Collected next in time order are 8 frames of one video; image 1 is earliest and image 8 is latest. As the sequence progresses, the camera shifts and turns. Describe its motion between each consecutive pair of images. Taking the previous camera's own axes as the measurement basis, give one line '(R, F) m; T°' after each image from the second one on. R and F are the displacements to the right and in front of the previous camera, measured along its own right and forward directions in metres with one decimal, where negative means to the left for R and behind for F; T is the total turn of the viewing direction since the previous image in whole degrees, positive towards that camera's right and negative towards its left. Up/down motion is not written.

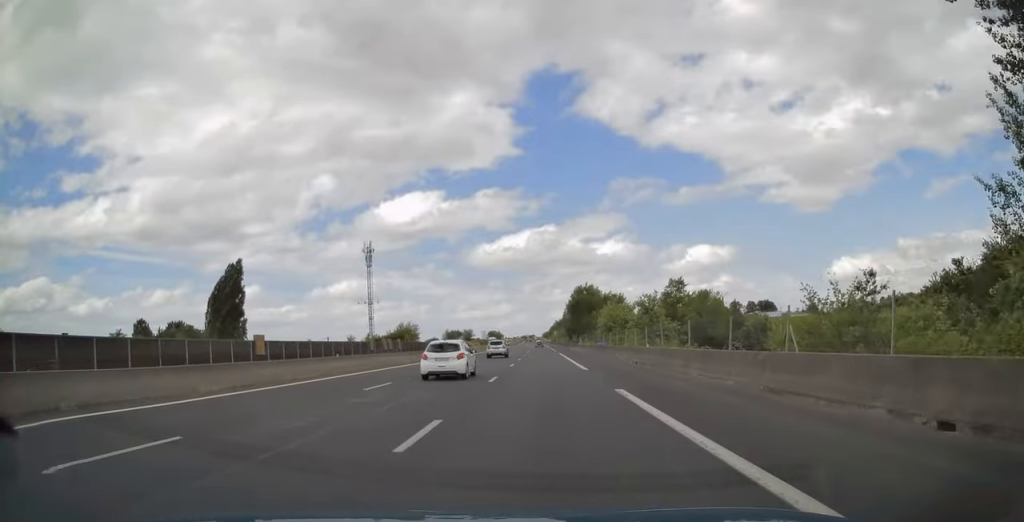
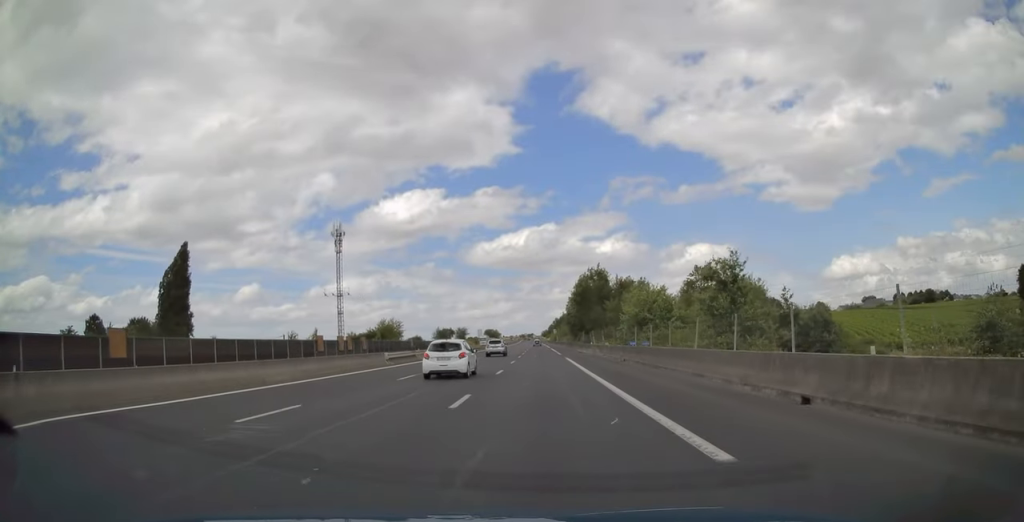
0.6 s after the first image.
(0.0, +20.9) m; 0°
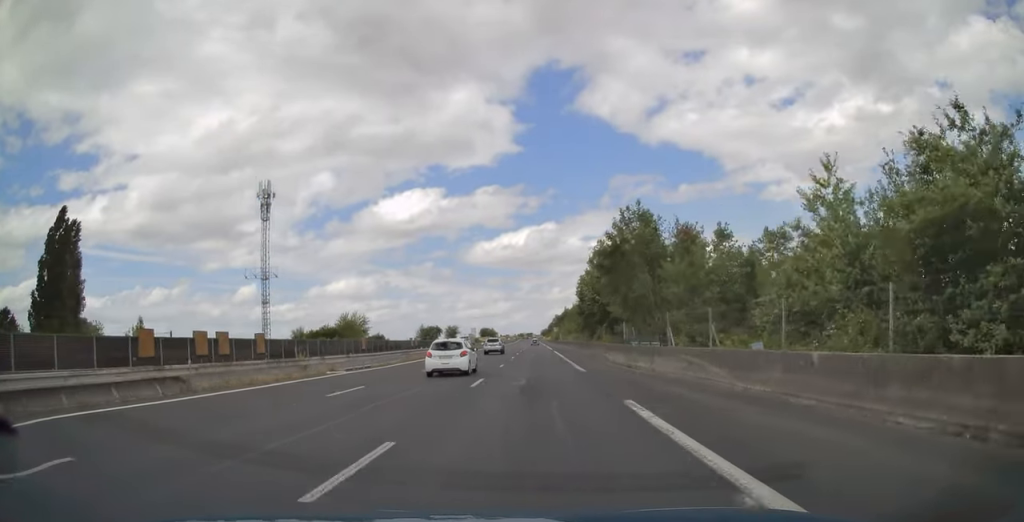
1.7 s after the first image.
(0.0, +33.3) m; 0°
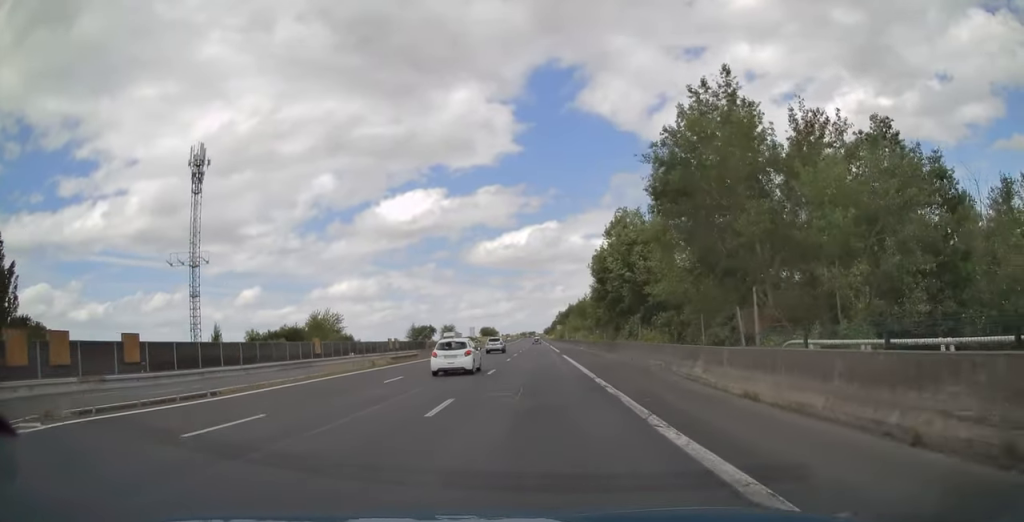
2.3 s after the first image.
(0.0, +19.8) m; 0°
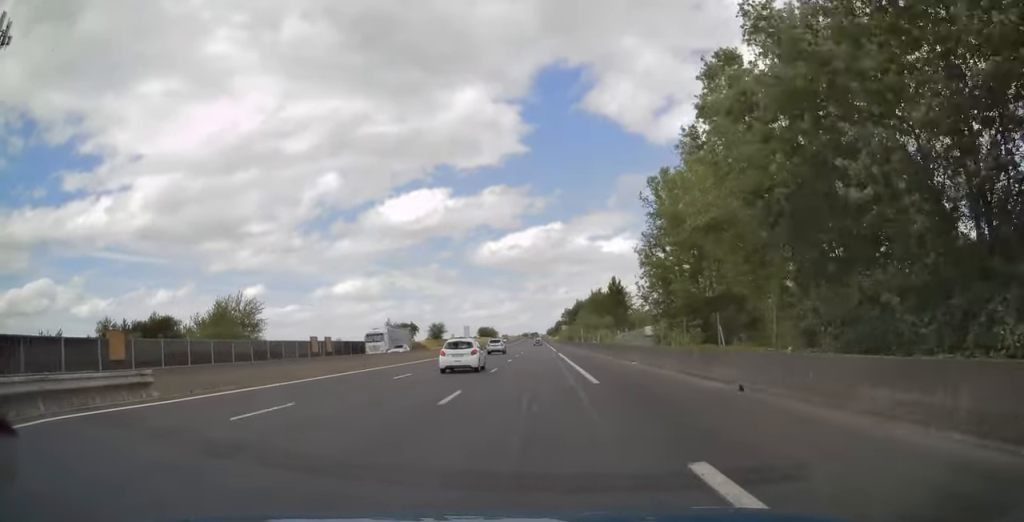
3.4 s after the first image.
(-0.1, +37.1) m; 0°
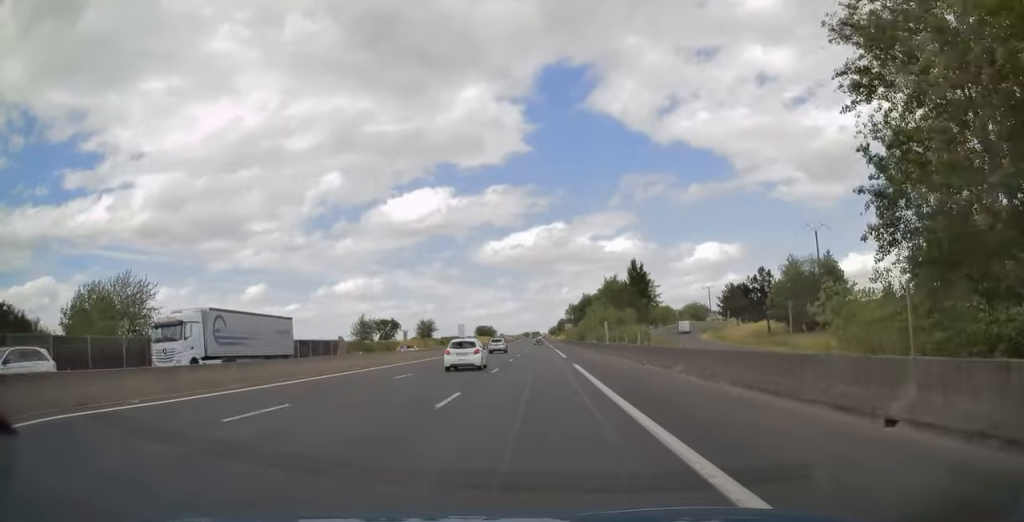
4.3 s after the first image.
(-0.1, +26.4) m; 0°
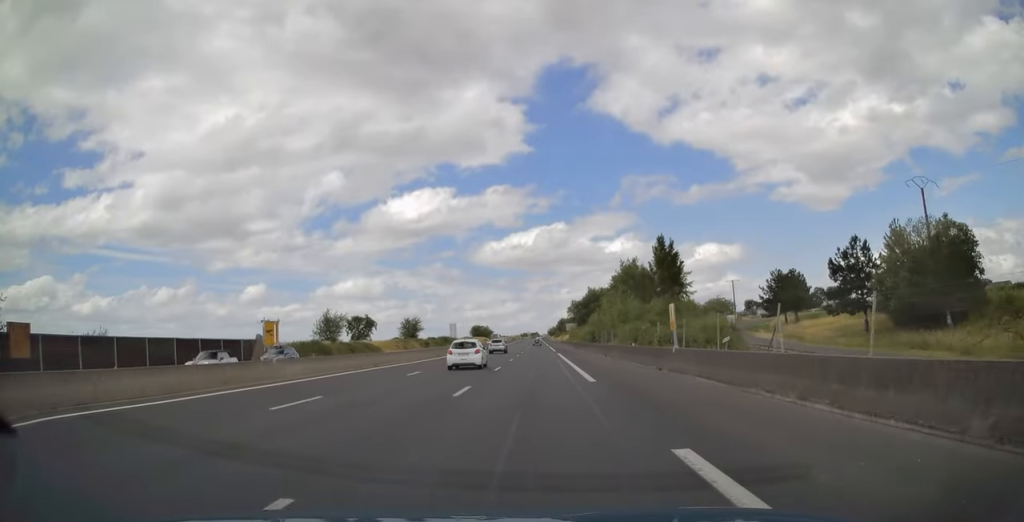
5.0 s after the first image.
(0.0, +23.7) m; 0°
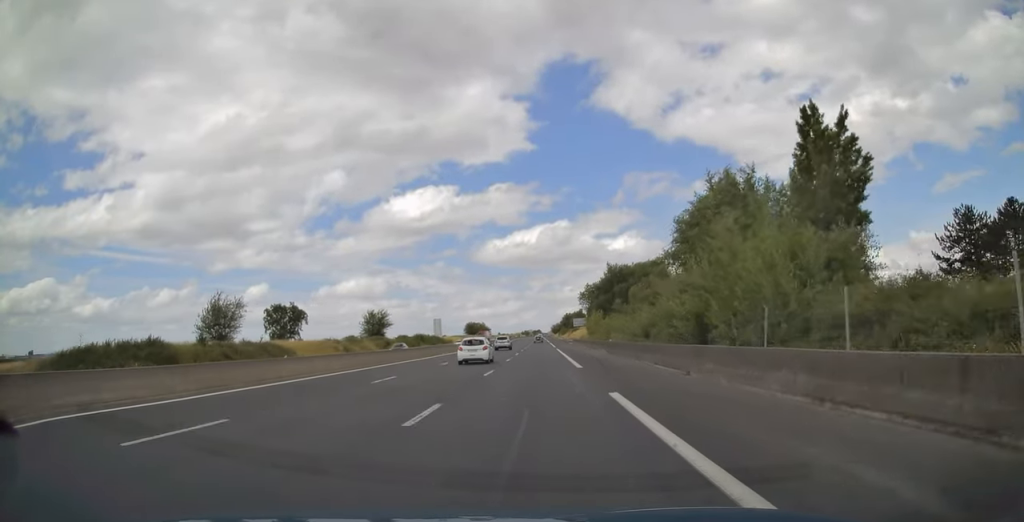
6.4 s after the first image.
(0.0, +44.0) m; 0°
